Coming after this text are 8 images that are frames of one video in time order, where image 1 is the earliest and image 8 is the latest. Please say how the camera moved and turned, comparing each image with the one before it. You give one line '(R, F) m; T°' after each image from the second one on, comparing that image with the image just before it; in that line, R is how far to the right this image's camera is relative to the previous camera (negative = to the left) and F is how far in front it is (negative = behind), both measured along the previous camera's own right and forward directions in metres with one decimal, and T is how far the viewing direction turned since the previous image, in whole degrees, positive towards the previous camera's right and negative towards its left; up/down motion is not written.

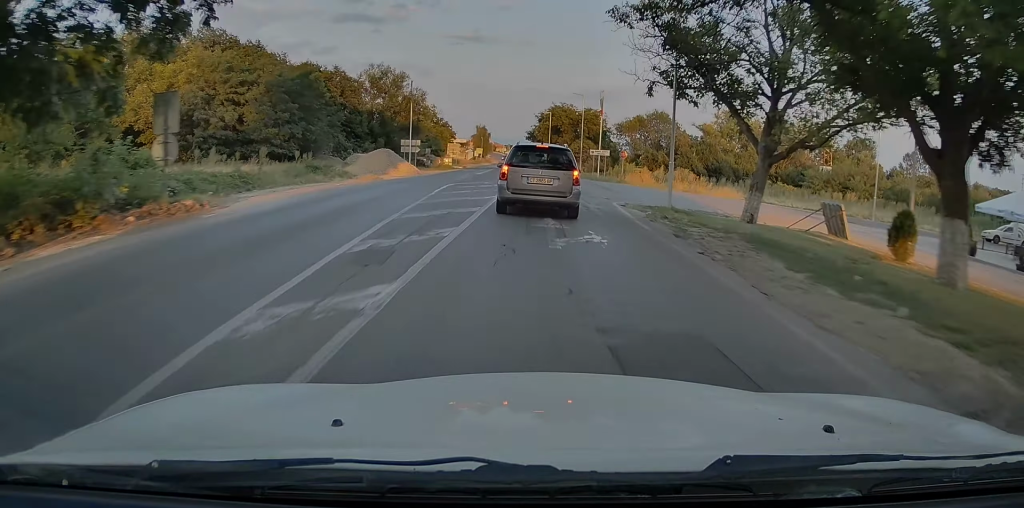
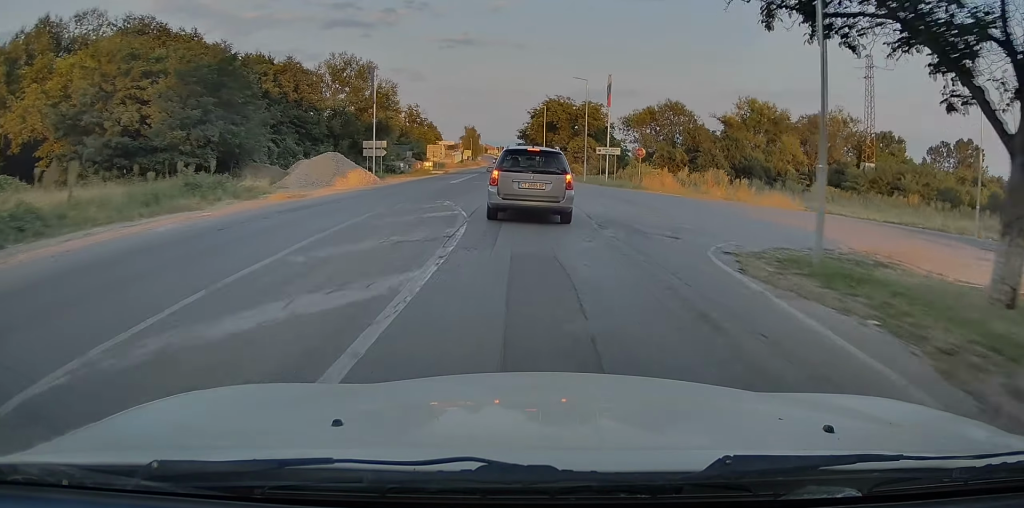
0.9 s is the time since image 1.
(+0.1, +13.0) m; 0°
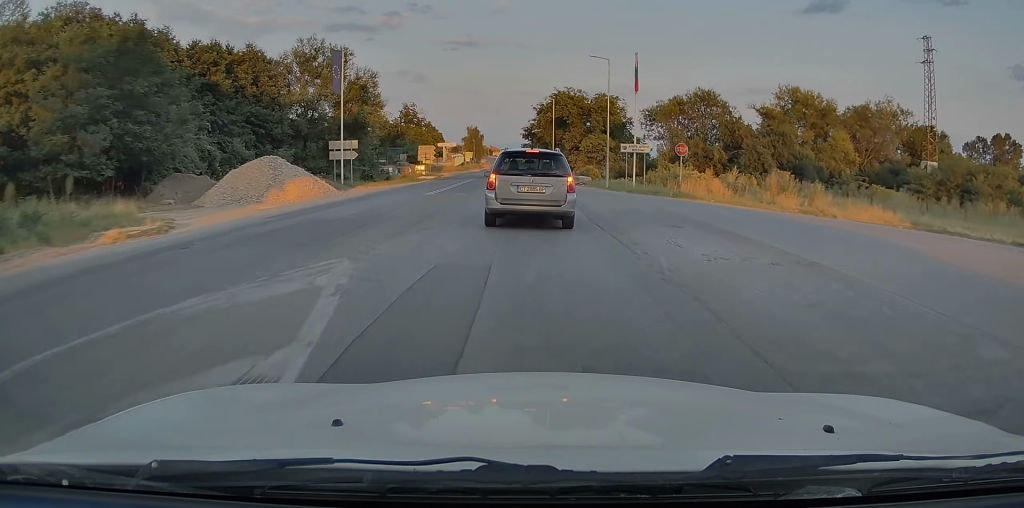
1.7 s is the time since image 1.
(-0.1, +11.2) m; -1°
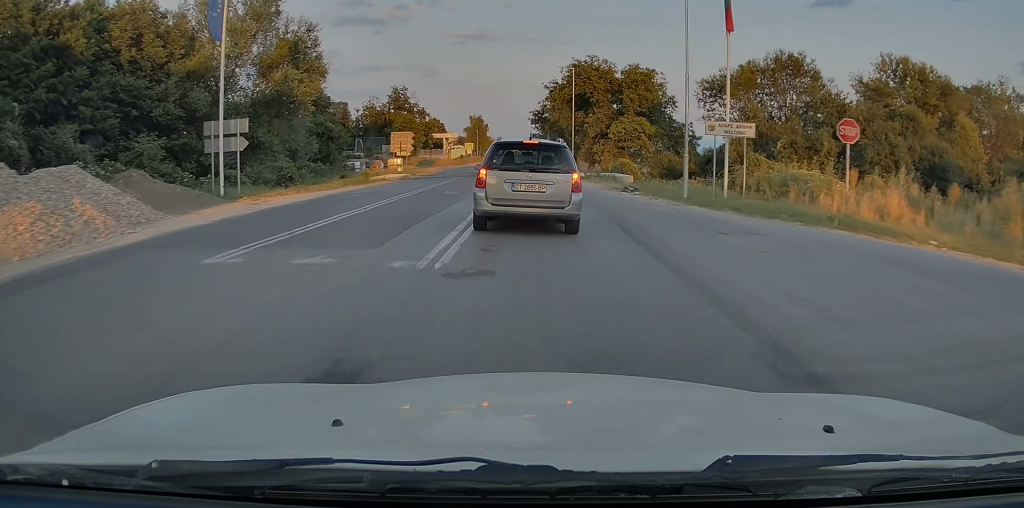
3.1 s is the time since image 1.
(-0.1, +18.8) m; 0°
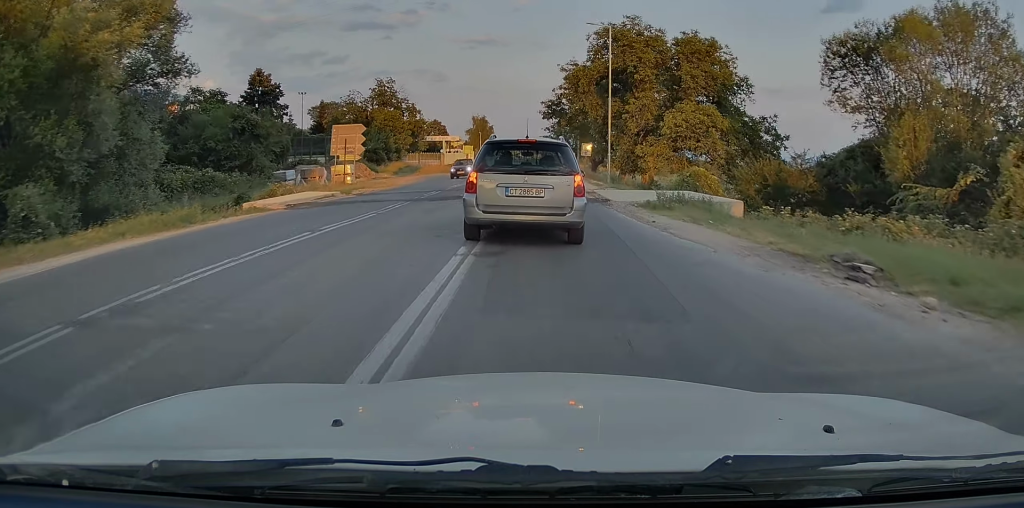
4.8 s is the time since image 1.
(+0.1, +19.4) m; +1°
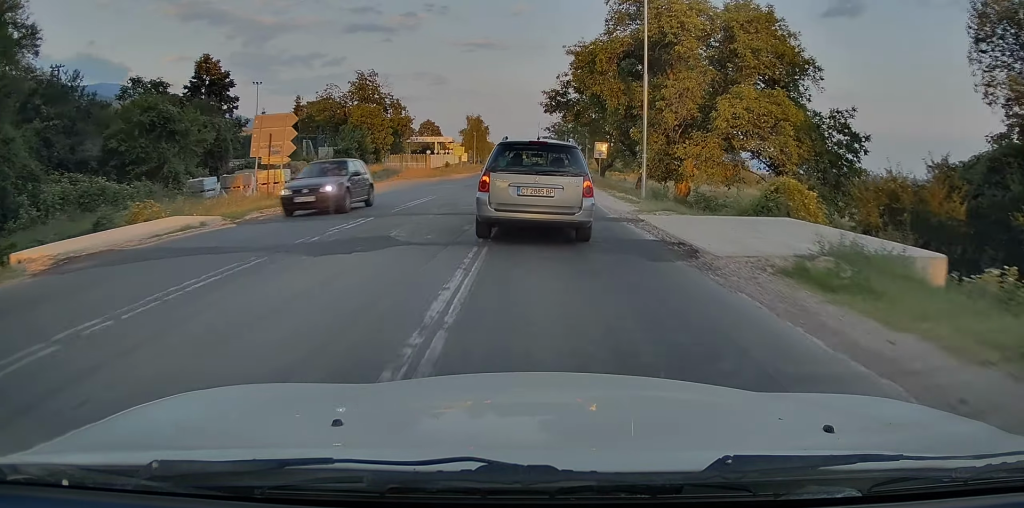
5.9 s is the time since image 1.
(+0.1, +10.9) m; 0°
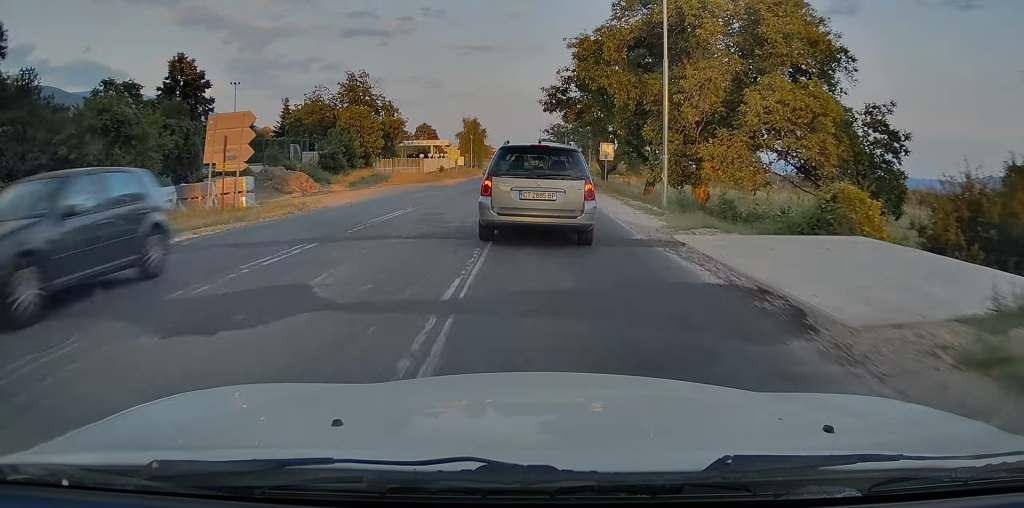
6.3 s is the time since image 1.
(0.0, +3.7) m; 0°
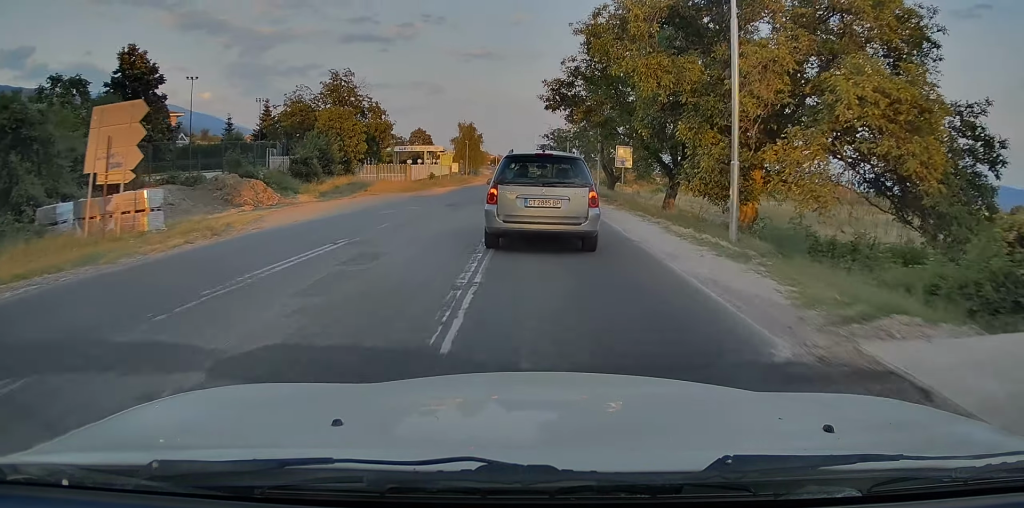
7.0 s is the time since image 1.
(0.0, +6.5) m; 0°
